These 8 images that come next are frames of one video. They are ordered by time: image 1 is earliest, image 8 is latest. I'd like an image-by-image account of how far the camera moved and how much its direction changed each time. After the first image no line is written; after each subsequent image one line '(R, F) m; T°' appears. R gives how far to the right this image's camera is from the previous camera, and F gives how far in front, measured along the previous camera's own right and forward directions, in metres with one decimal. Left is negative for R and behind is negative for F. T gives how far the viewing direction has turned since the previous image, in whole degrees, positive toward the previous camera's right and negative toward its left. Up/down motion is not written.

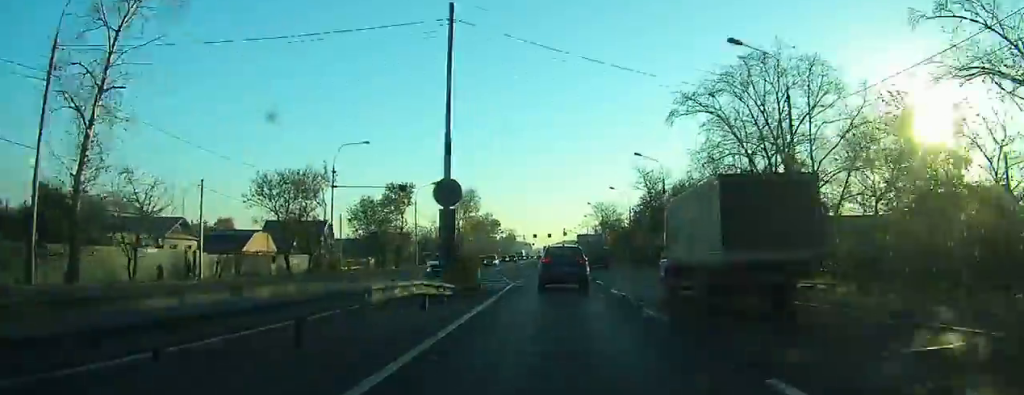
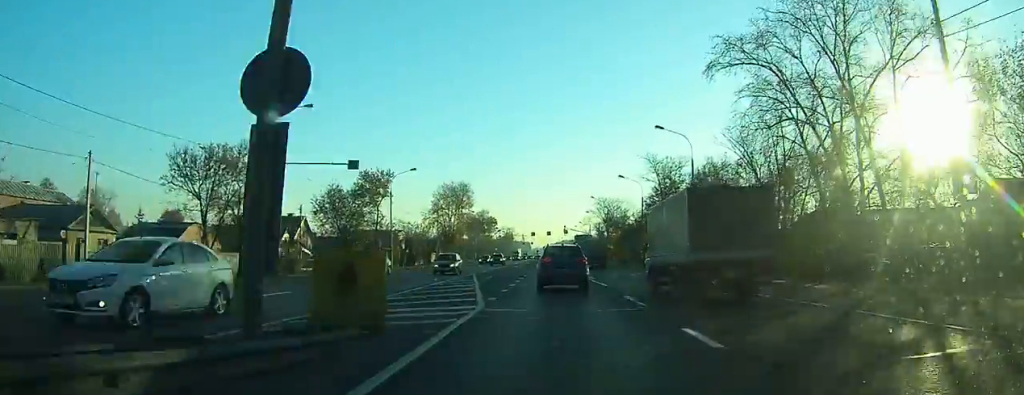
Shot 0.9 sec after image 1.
(+0.1, +12.3) m; 0°
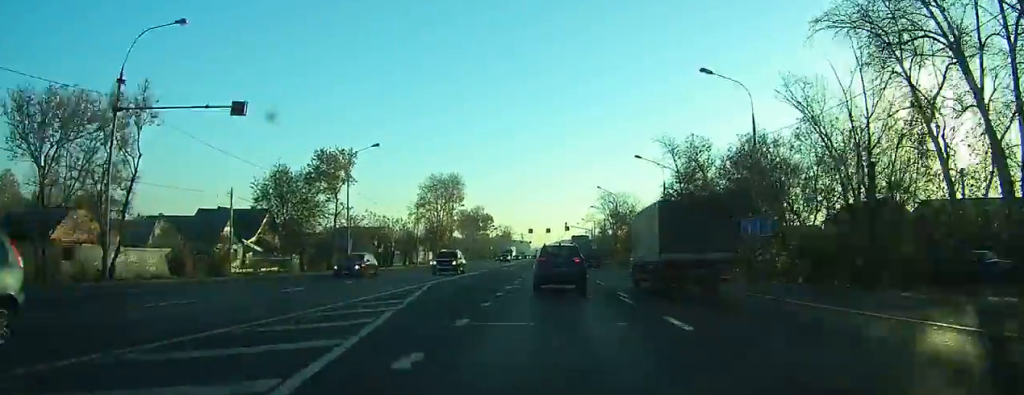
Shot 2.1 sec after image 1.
(+0.2, +15.1) m; -1°
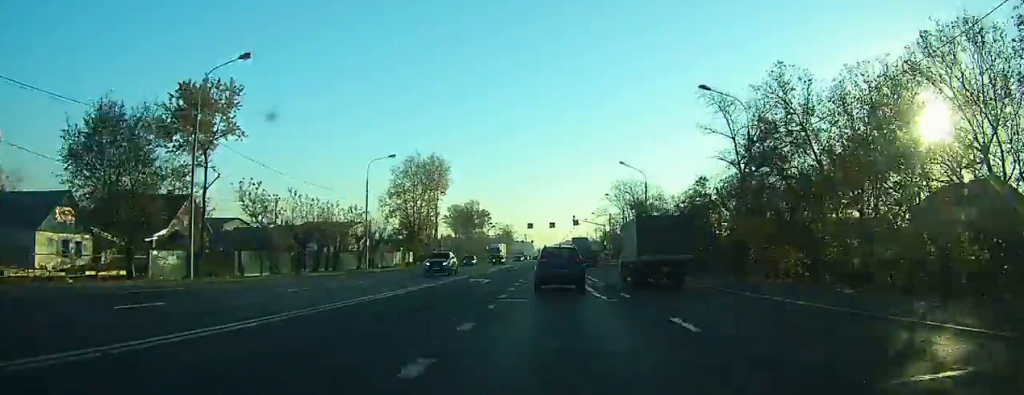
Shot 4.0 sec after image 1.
(-0.6, +25.6) m; -1°
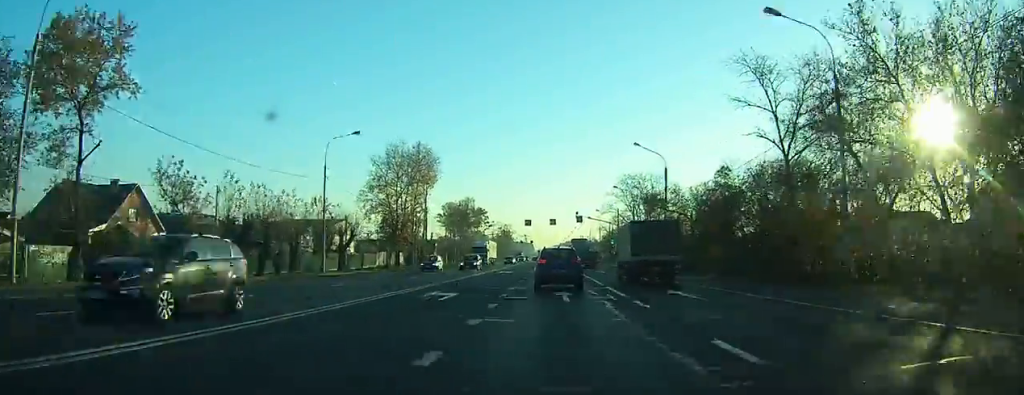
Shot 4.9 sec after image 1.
(0.0, +11.4) m; 0°
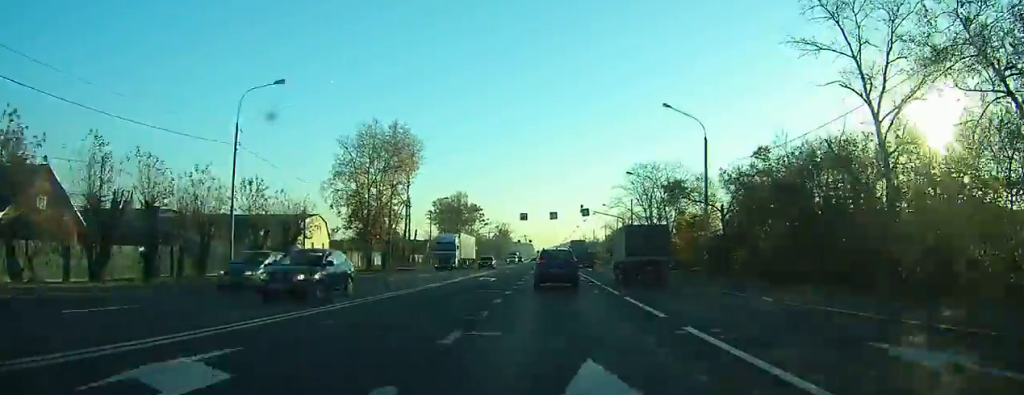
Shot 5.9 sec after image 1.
(+0.2, +13.9) m; 0°
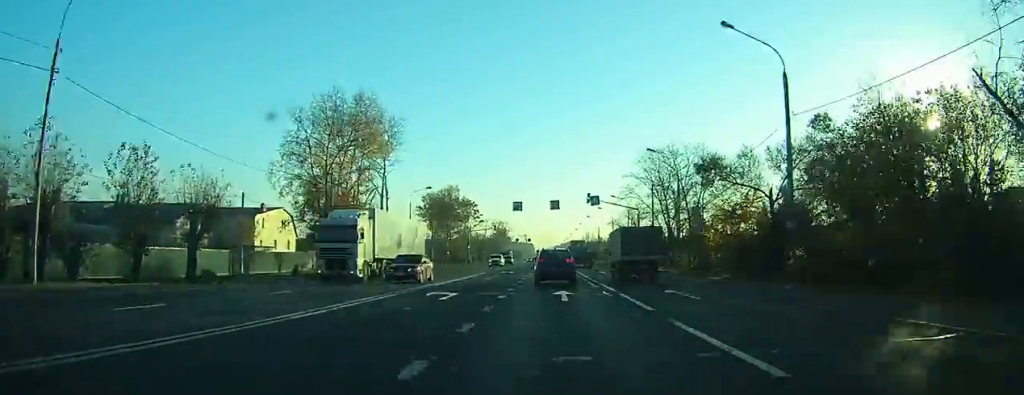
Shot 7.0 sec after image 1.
(0.0, +13.9) m; 0°
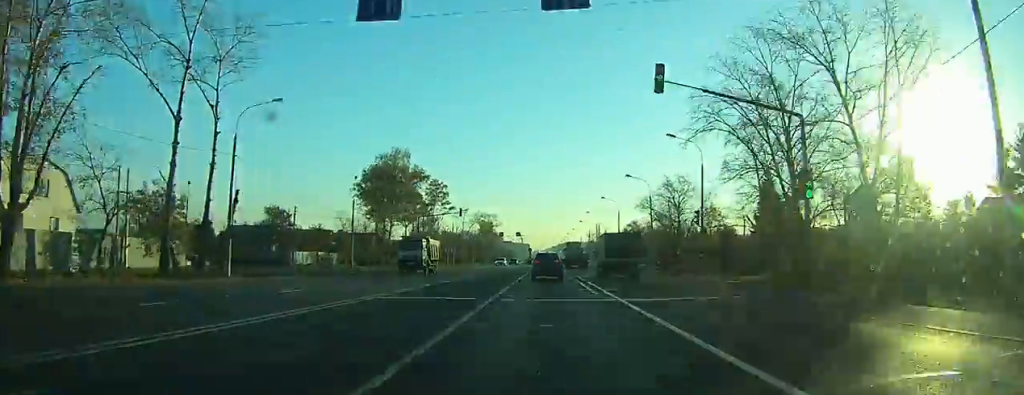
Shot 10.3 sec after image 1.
(+0.1, +44.0) m; +1°
